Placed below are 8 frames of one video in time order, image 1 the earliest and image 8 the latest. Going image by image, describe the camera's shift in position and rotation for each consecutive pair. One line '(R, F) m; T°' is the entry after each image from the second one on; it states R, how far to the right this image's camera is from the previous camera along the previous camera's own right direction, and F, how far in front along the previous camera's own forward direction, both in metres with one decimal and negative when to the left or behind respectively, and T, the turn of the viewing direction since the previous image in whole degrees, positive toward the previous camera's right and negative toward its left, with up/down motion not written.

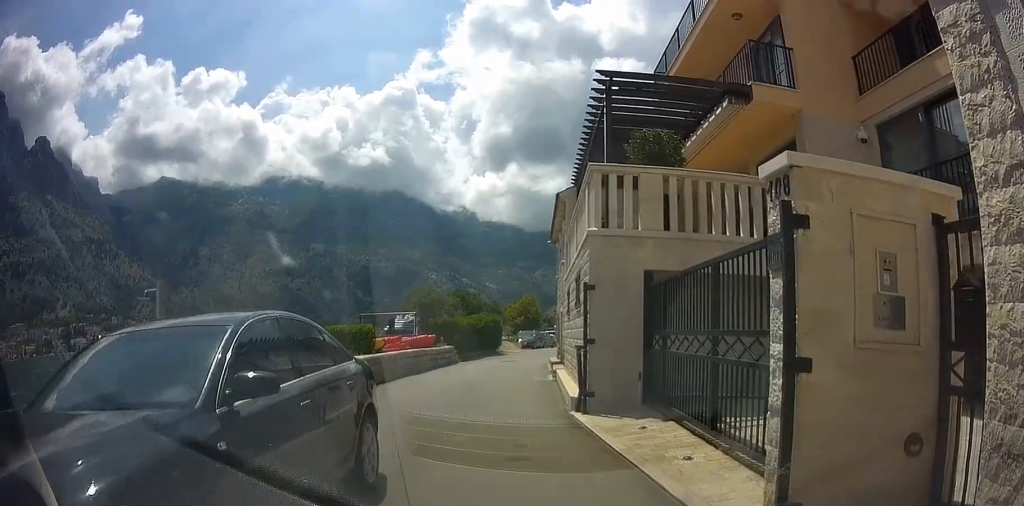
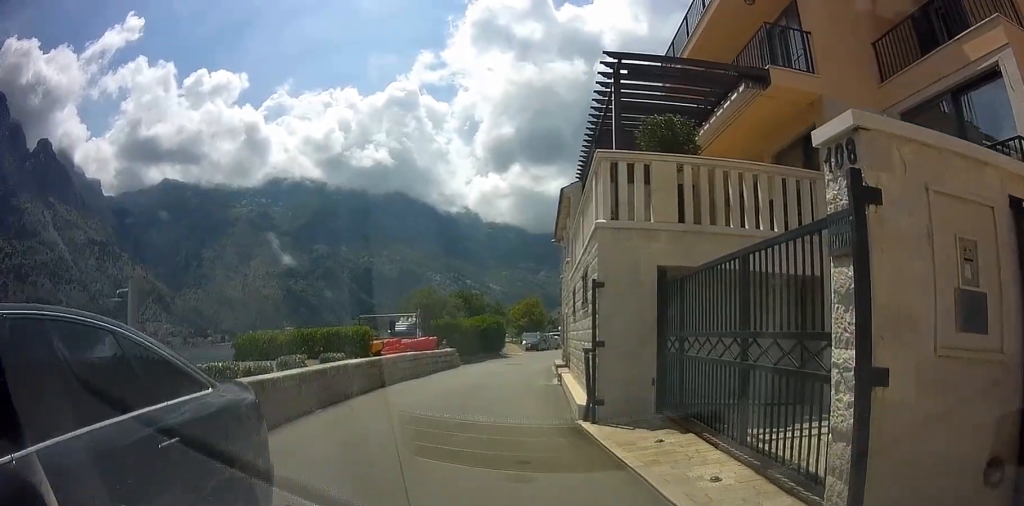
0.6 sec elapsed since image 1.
(+0.1, +2.0) m; -2°
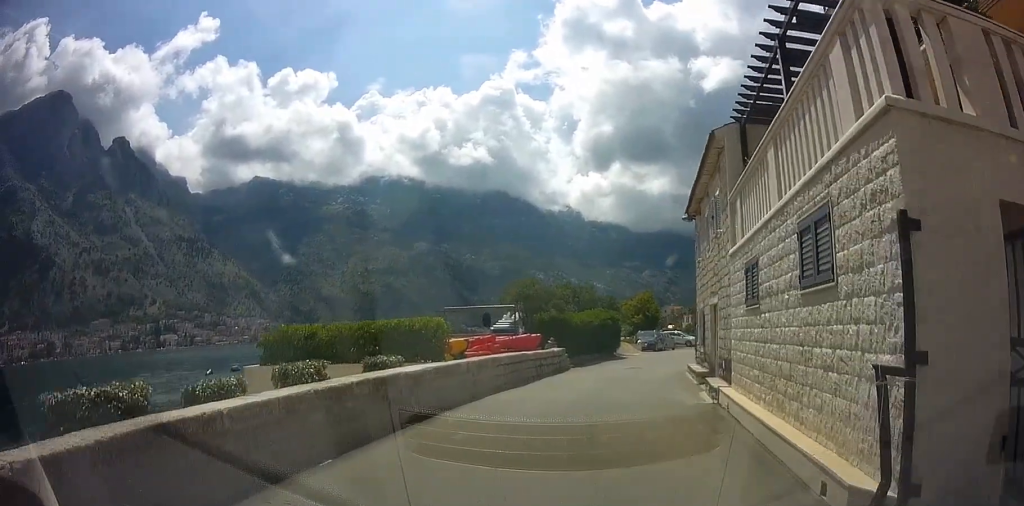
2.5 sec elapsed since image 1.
(-1.1, +6.1) m; -18°
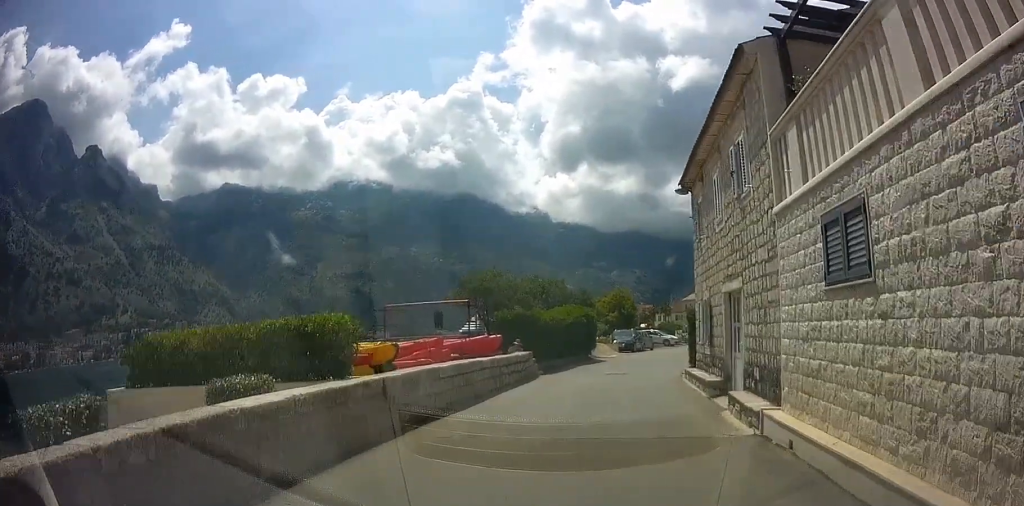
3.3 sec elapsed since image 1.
(-0.1, +3.3) m; -3°
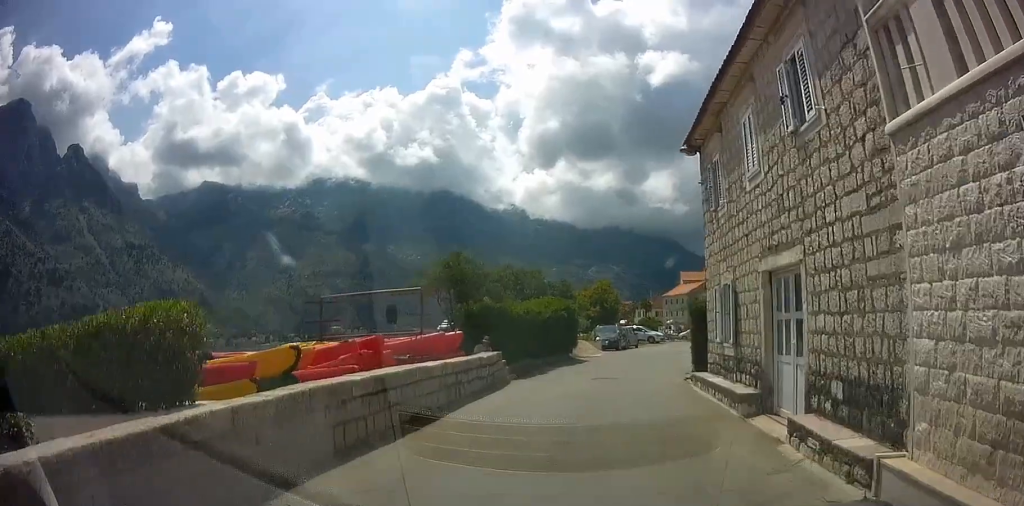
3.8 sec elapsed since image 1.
(-0.1, +2.9) m; 0°
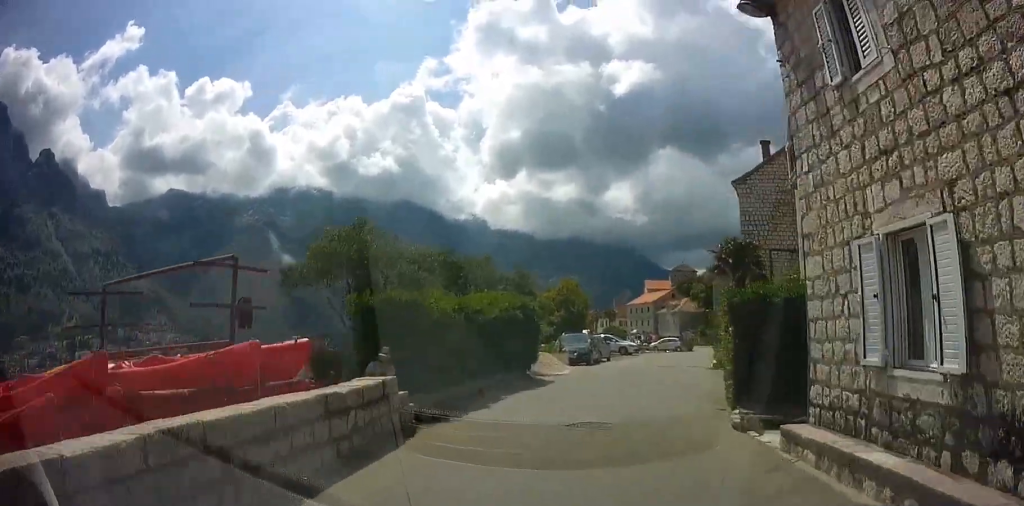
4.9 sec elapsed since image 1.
(+0.1, +6.2) m; +5°
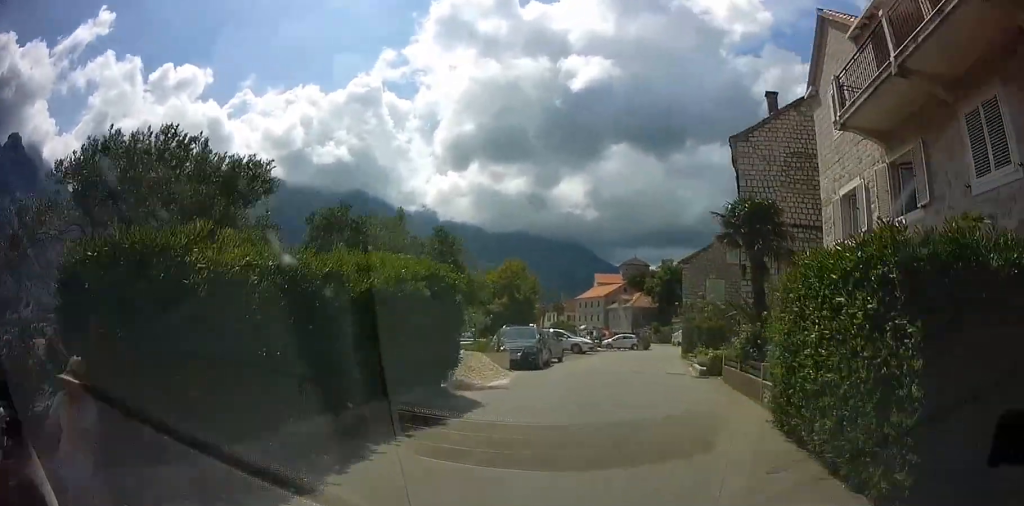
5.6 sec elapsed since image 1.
(+0.2, +5.2) m; +7°
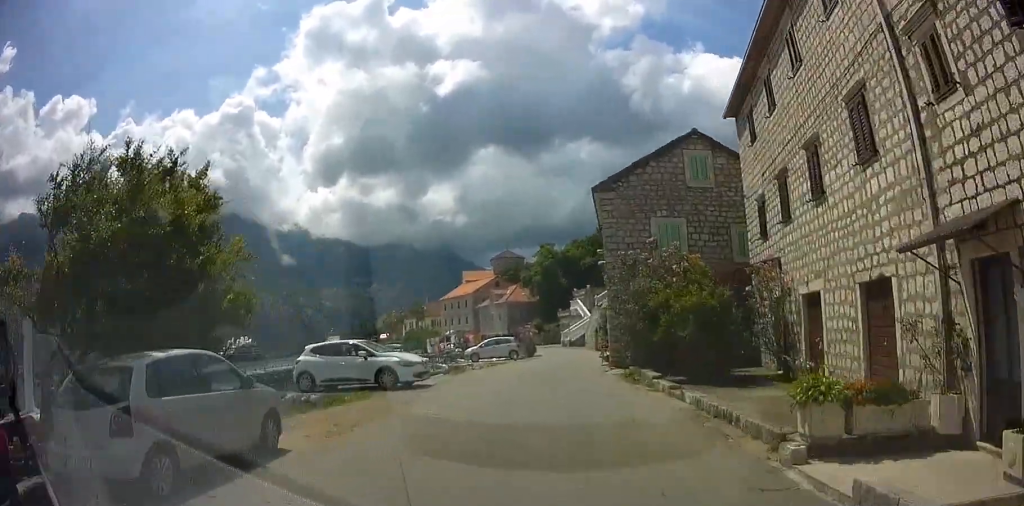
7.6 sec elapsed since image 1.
(+3.0, +18.5) m; +12°
